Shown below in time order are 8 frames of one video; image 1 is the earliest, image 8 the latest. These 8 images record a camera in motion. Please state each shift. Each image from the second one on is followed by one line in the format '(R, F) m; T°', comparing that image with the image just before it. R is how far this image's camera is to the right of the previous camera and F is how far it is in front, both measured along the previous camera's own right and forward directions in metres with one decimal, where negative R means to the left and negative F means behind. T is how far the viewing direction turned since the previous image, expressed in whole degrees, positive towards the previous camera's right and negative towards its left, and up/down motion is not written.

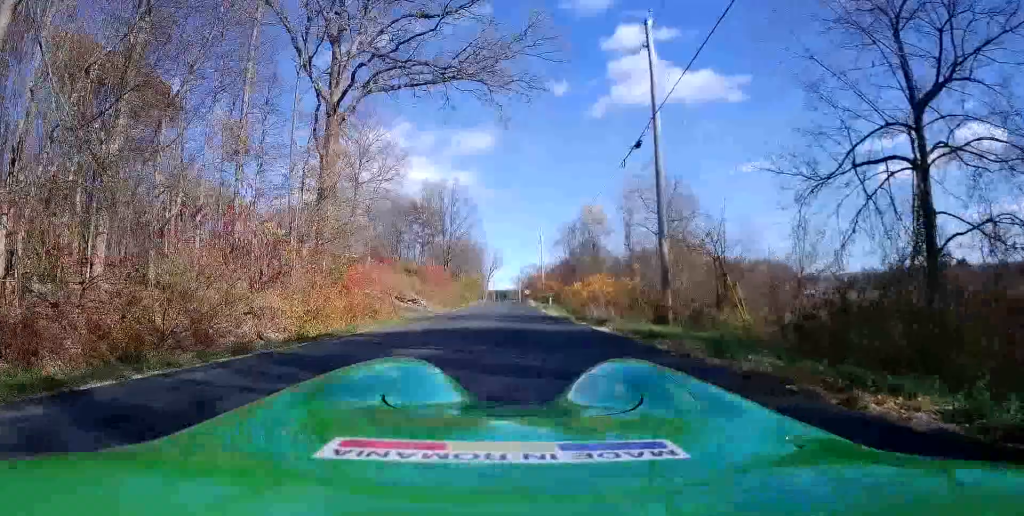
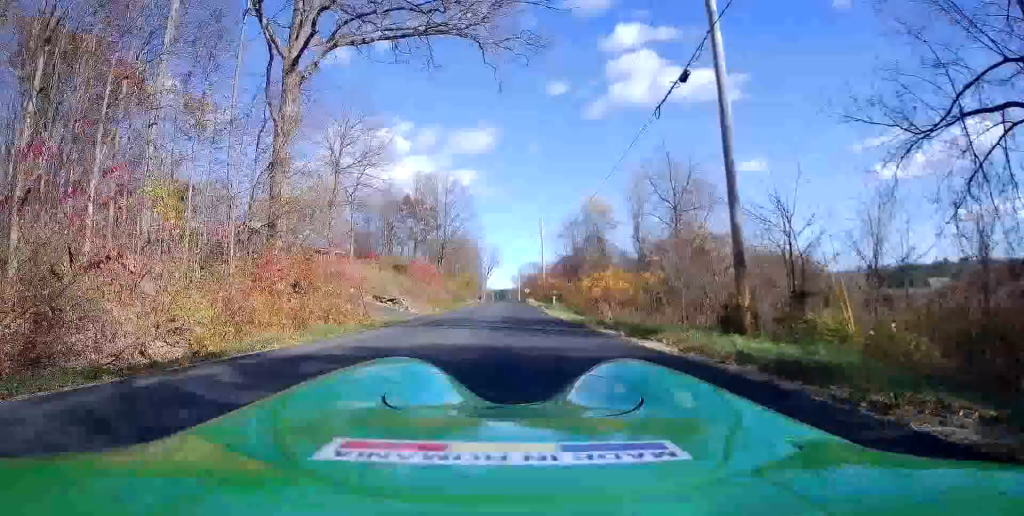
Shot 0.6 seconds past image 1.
(-0.2, +6.2) m; -1°
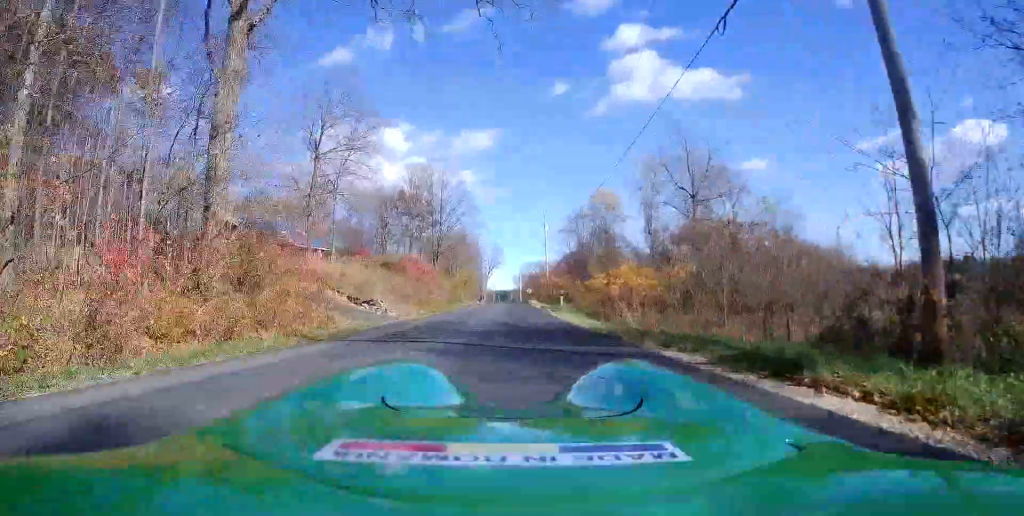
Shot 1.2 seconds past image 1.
(0.0, +6.1) m; 0°
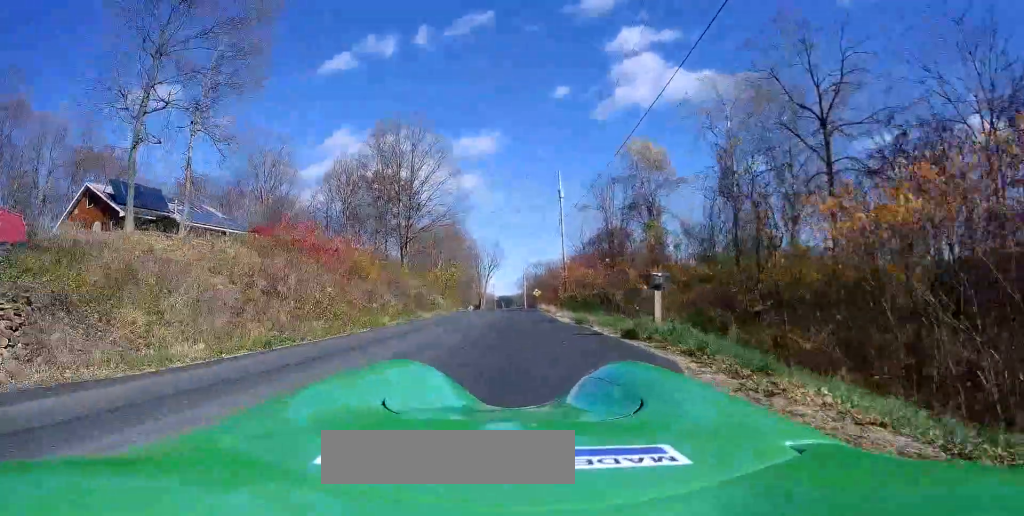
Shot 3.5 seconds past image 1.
(+0.3, +24.2) m; +1°
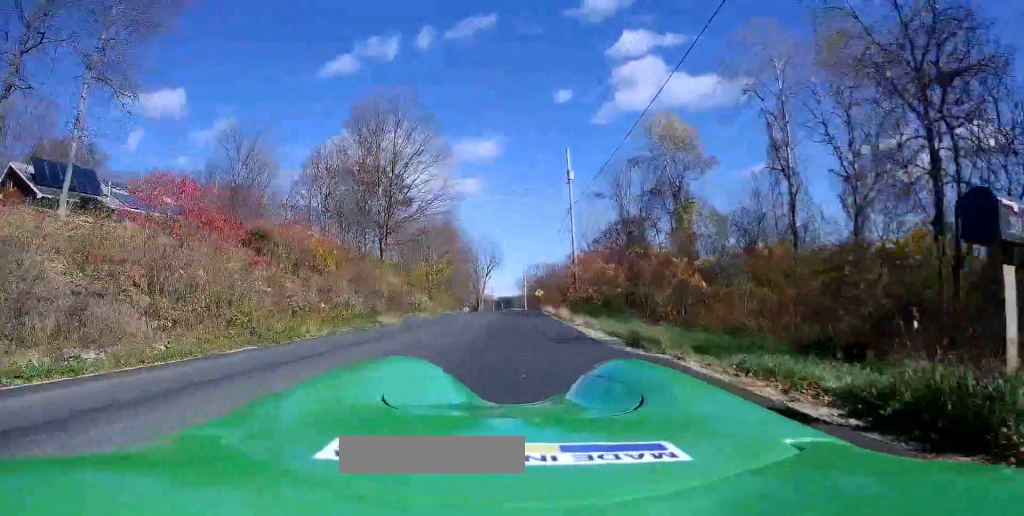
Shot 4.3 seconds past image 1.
(0.0, +9.1) m; -1°
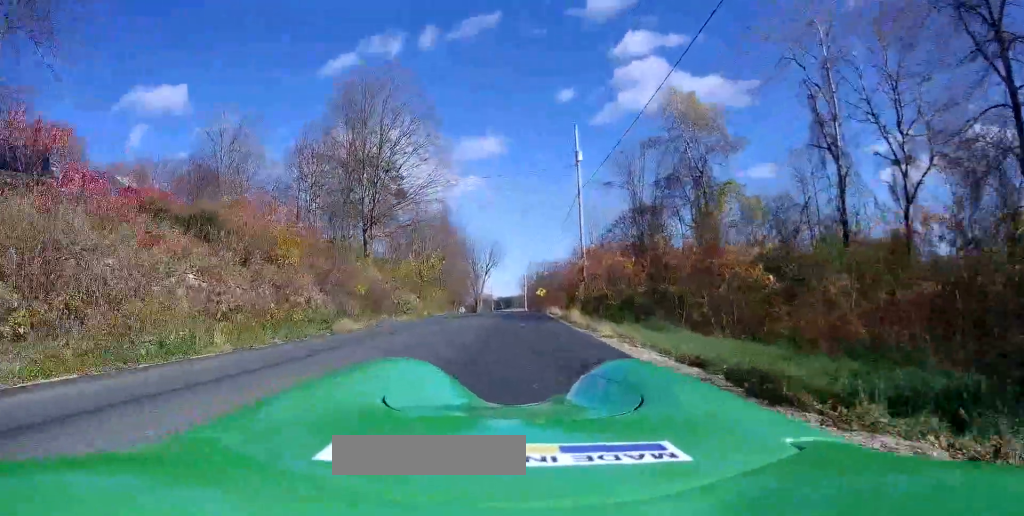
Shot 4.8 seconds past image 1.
(0.0, +5.6) m; 0°
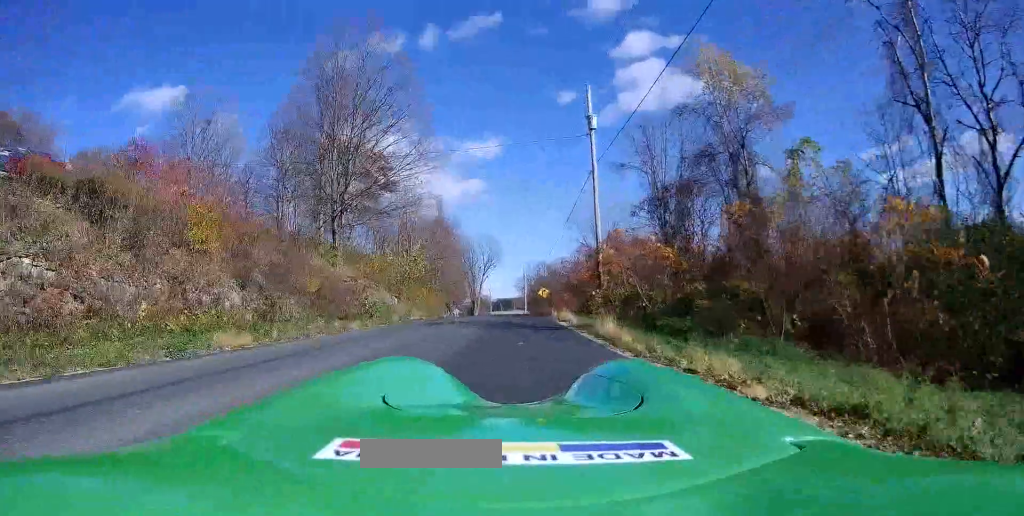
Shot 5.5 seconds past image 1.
(-0.2, +8.6) m; 0°
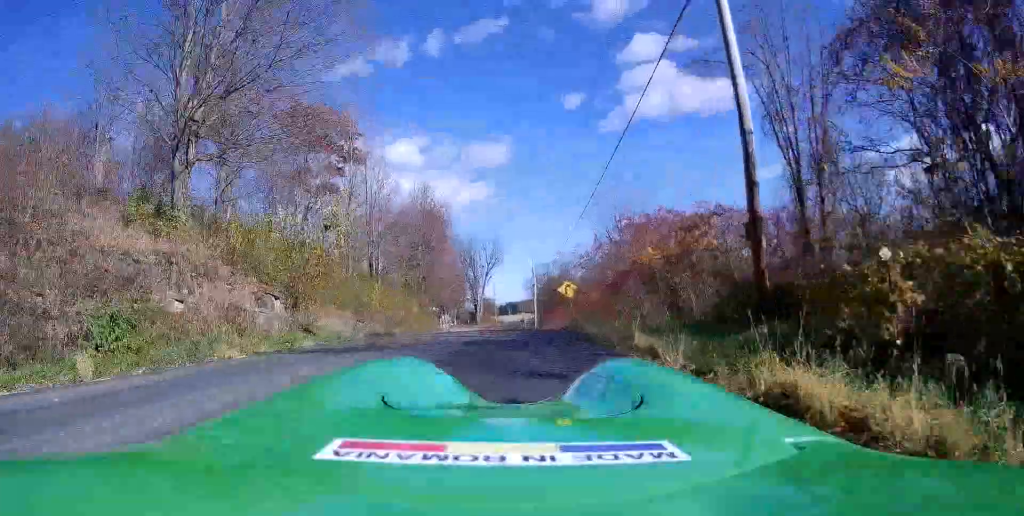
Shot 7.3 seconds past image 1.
(-0.3, +22.7) m; -2°
